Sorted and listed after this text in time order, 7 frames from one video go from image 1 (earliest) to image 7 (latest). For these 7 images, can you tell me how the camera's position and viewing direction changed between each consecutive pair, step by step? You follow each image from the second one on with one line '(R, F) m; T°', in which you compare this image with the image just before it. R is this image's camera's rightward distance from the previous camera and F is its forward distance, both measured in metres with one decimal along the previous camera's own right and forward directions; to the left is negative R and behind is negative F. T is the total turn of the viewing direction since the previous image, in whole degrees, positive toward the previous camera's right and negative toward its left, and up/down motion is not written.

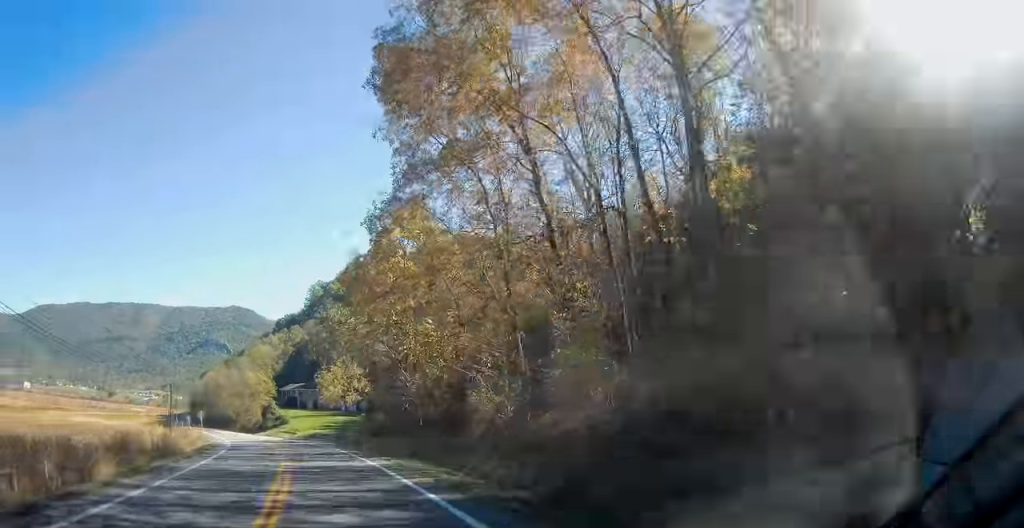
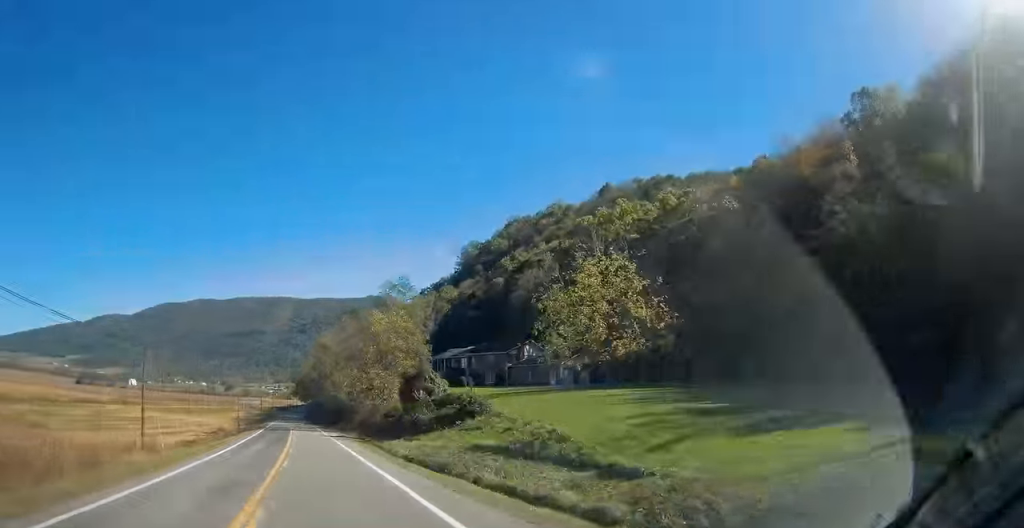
(-8.7, +66.2) m; -14°
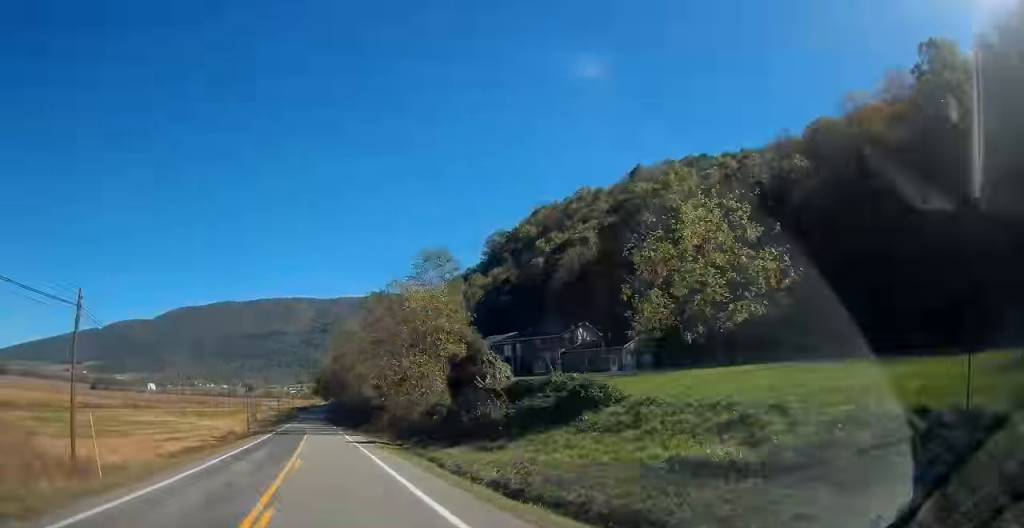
(-0.1, +11.1) m; -2°
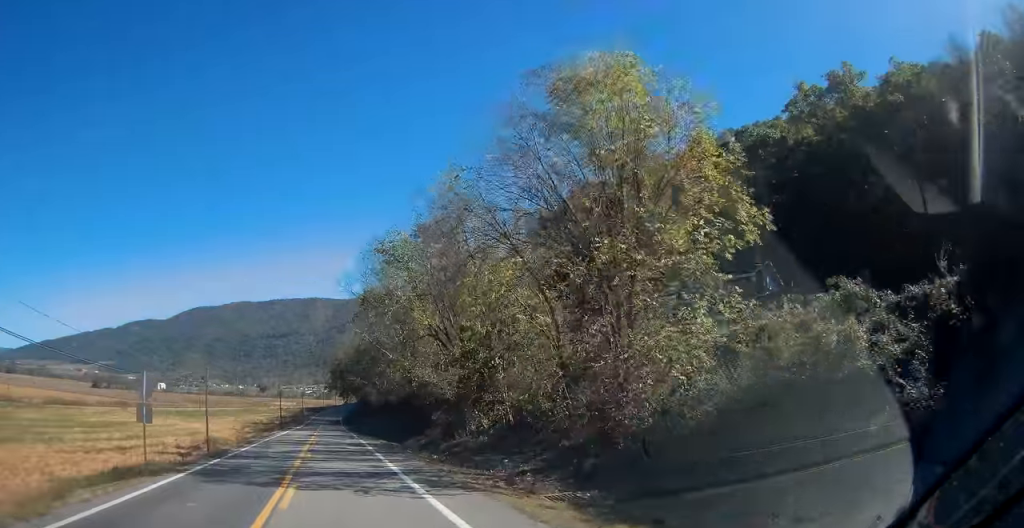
(-1.0, +31.8) m; -2°
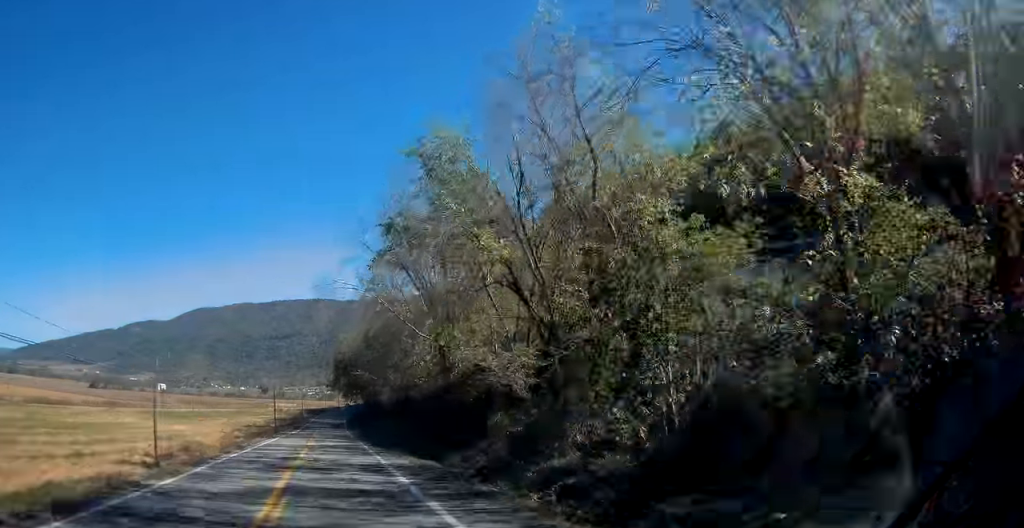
(0.0, +13.3) m; 0°
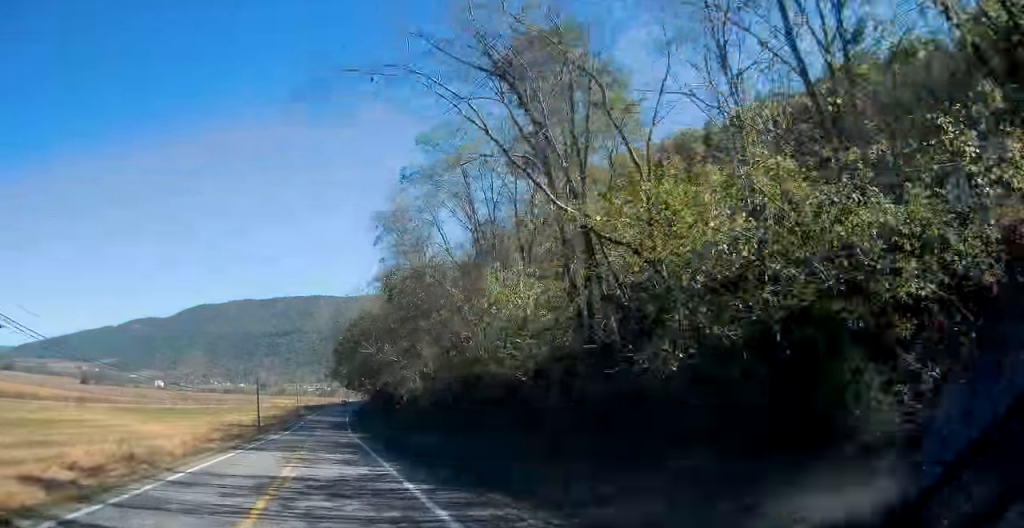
(0.0, +19.6) m; -1°
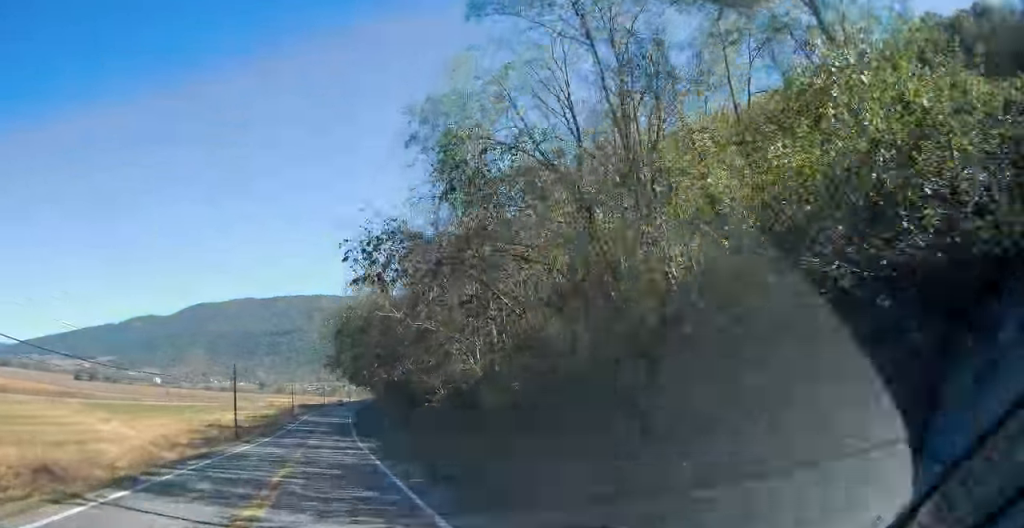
(-0.3, +17.2) m; 0°
